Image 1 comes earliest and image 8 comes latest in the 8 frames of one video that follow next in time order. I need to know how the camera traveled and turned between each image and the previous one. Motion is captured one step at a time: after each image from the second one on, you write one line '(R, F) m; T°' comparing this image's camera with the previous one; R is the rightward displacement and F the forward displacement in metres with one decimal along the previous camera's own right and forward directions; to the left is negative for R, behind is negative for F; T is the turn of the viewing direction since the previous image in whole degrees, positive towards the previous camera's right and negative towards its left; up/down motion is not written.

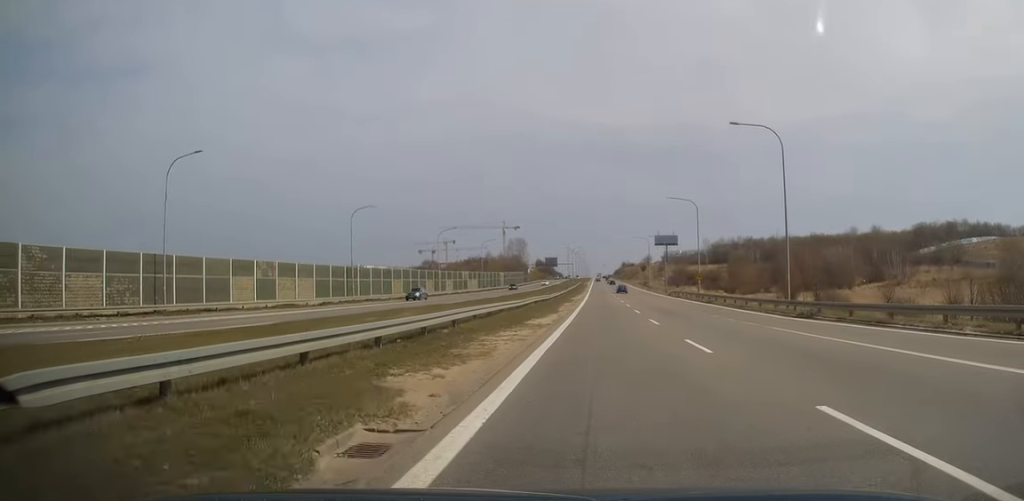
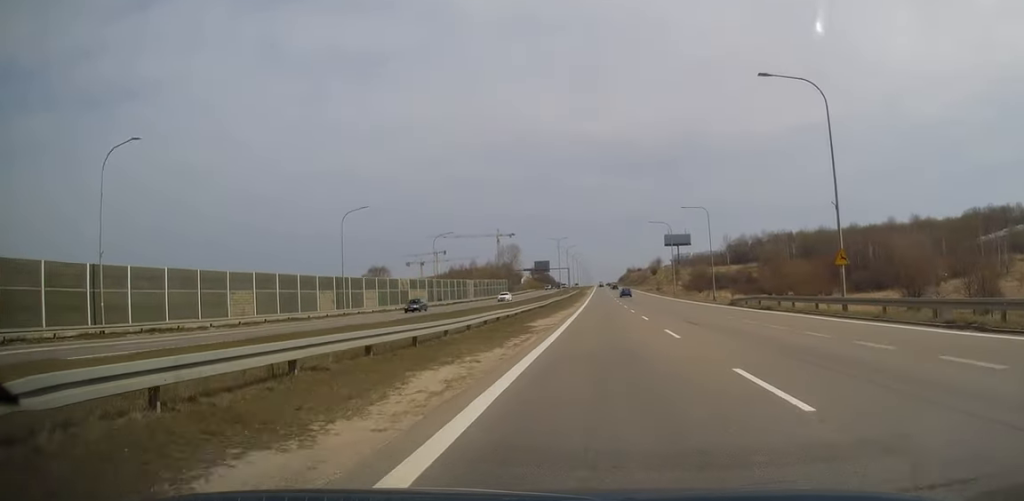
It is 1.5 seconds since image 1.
(-0.3, +43.7) m; 0°
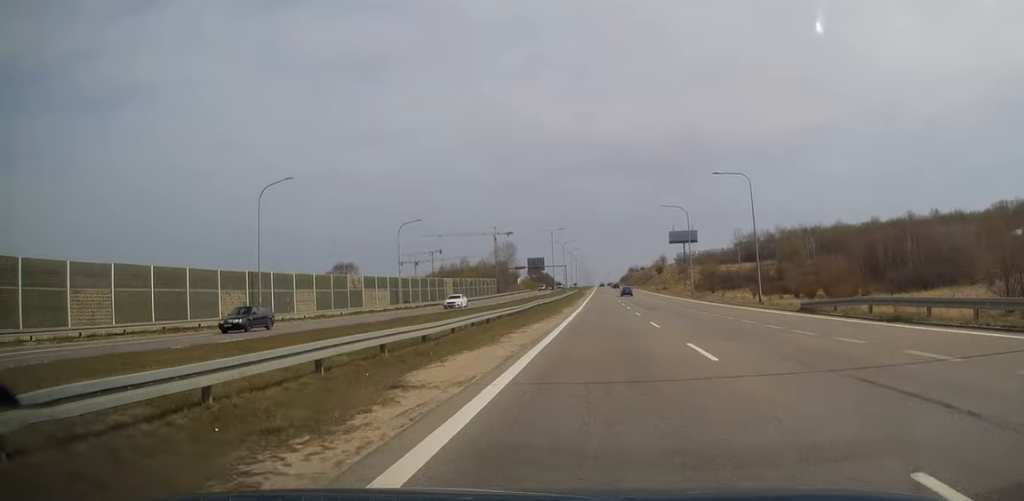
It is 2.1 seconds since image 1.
(+0.3, +18.4) m; 0°
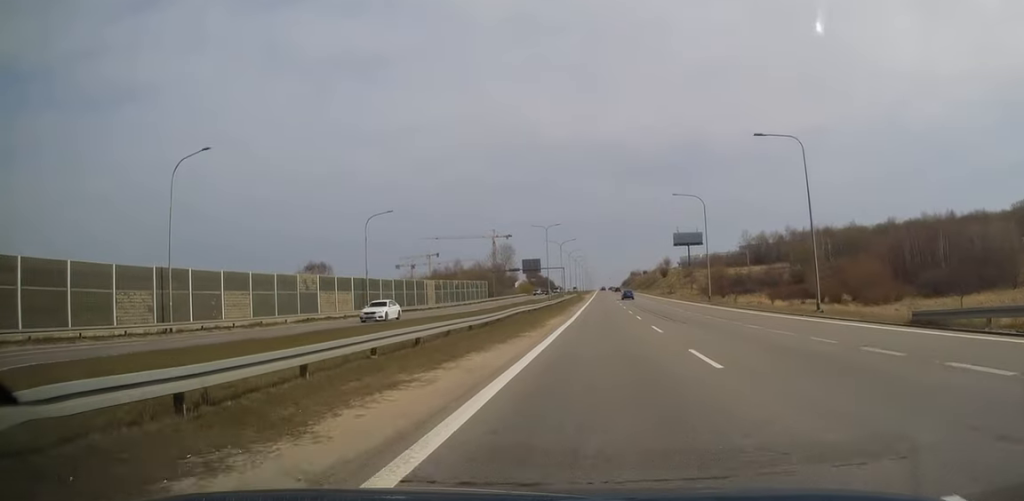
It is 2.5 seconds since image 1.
(+0.1, +12.4) m; 0°
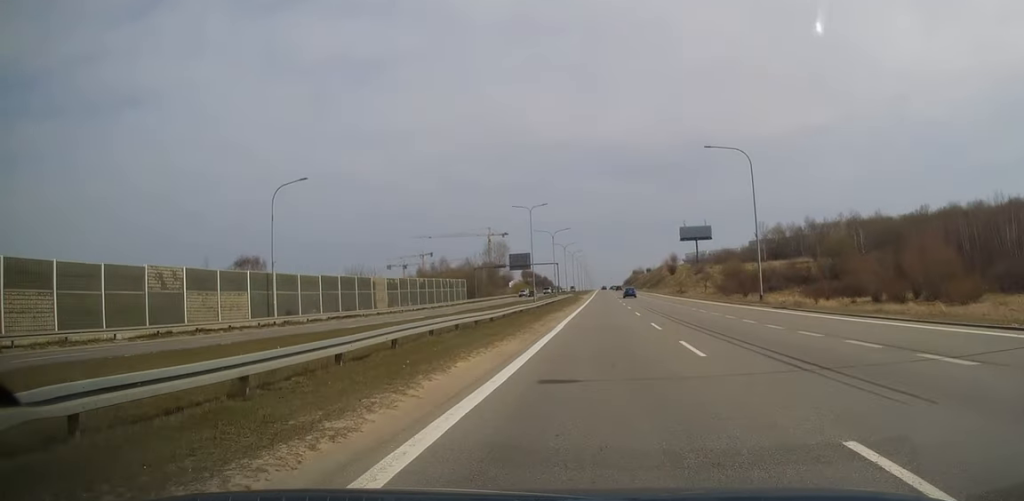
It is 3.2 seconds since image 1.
(-0.3, +22.0) m; -1°
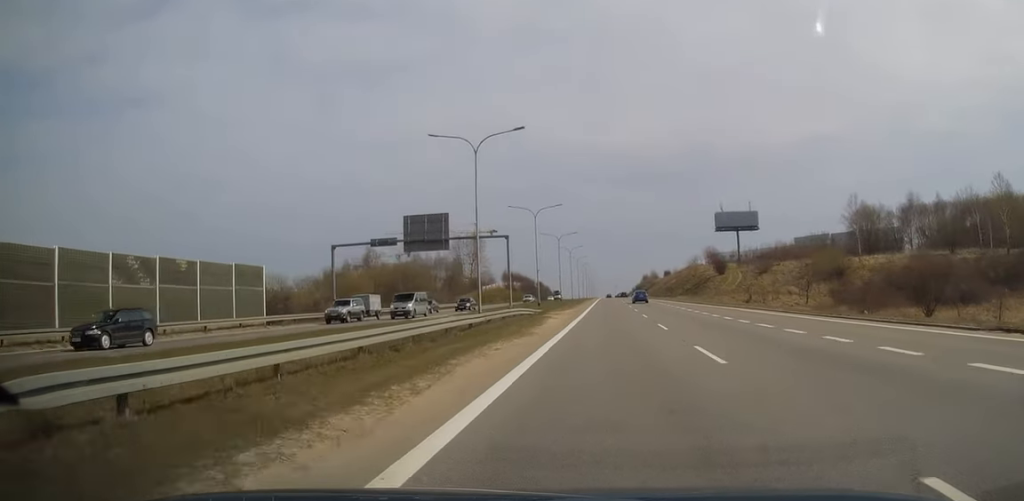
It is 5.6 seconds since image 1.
(-0.1, +70.7) m; 0°
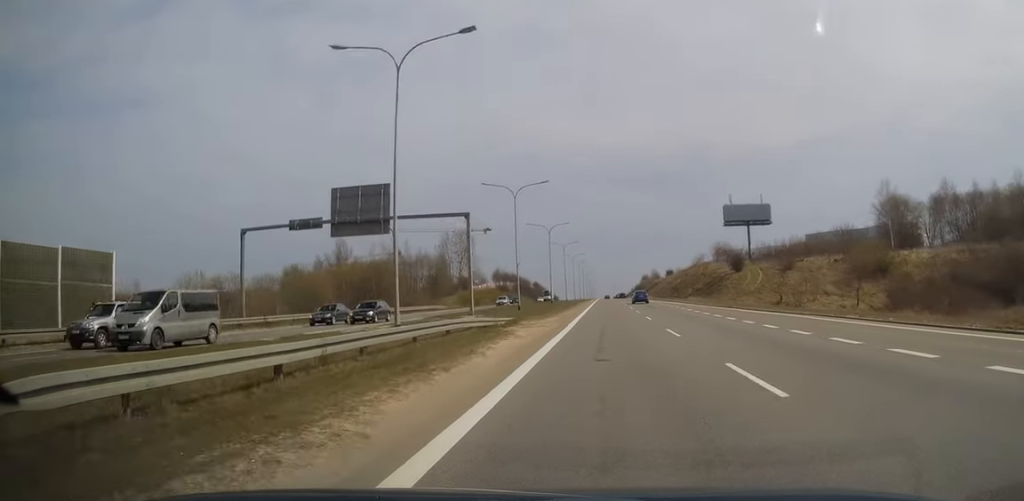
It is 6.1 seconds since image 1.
(-0.1, +15.9) m; 0°
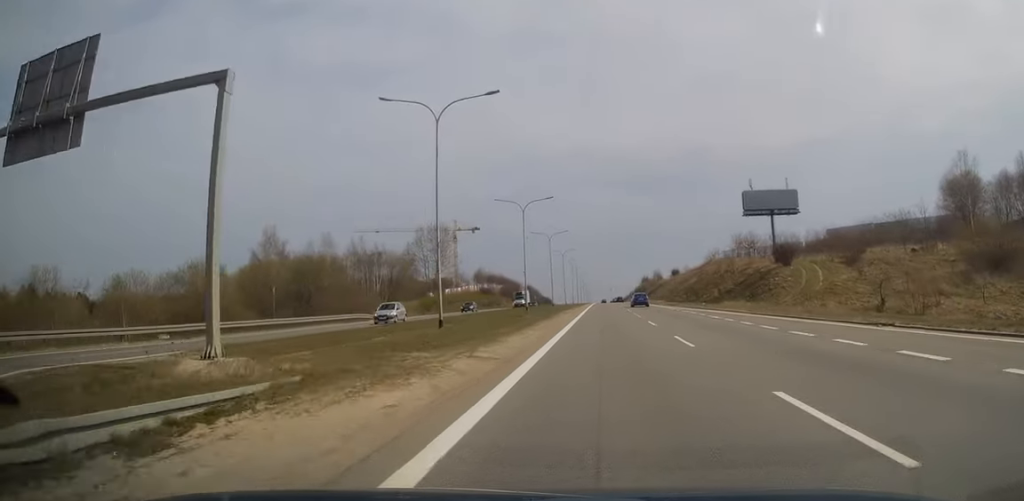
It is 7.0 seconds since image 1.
(+0.3, +27.1) m; 0°
